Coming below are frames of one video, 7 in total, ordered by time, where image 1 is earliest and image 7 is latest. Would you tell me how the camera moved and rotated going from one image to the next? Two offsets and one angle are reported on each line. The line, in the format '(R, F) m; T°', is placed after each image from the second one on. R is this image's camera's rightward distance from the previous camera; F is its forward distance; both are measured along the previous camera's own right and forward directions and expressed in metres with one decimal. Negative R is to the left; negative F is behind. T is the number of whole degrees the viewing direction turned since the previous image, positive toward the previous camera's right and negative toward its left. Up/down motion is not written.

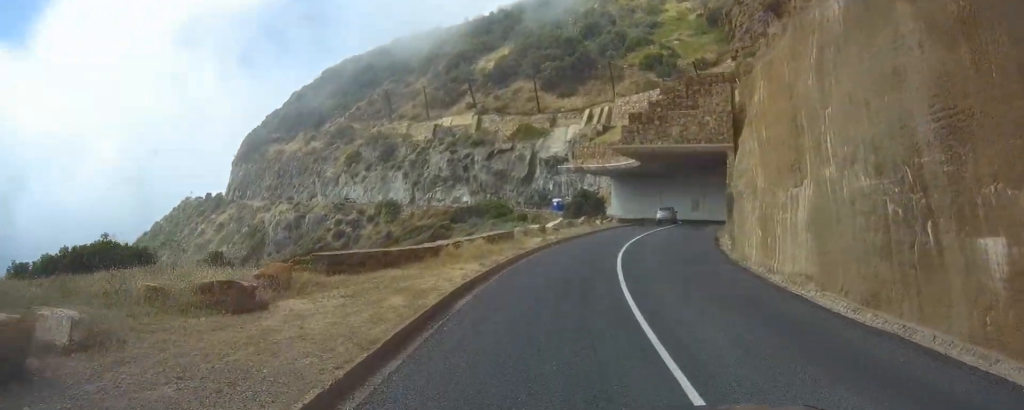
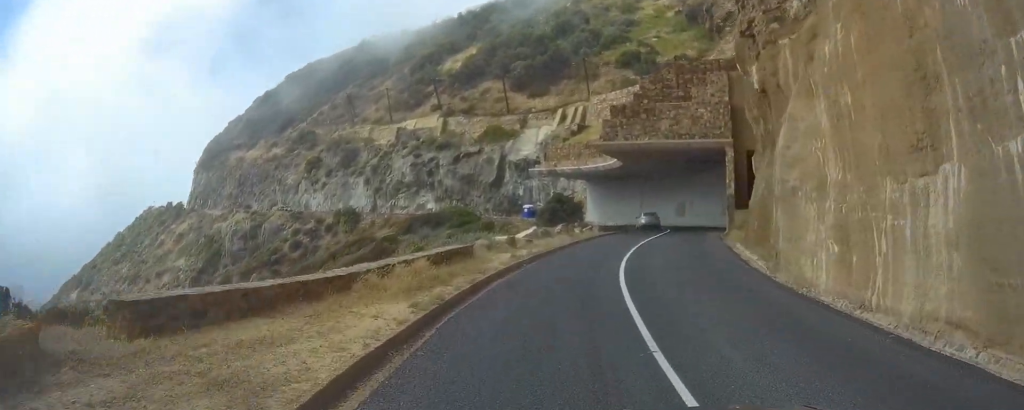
(+0.2, +6.7) m; +2°
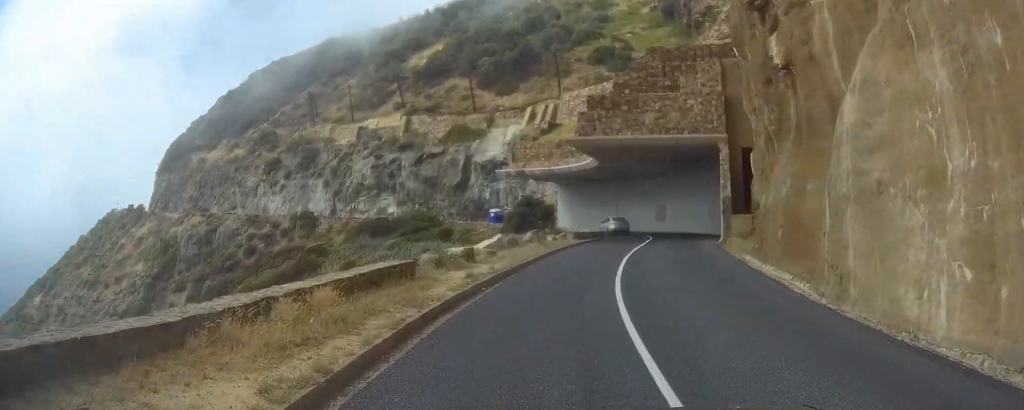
(+0.1, +5.4) m; +1°
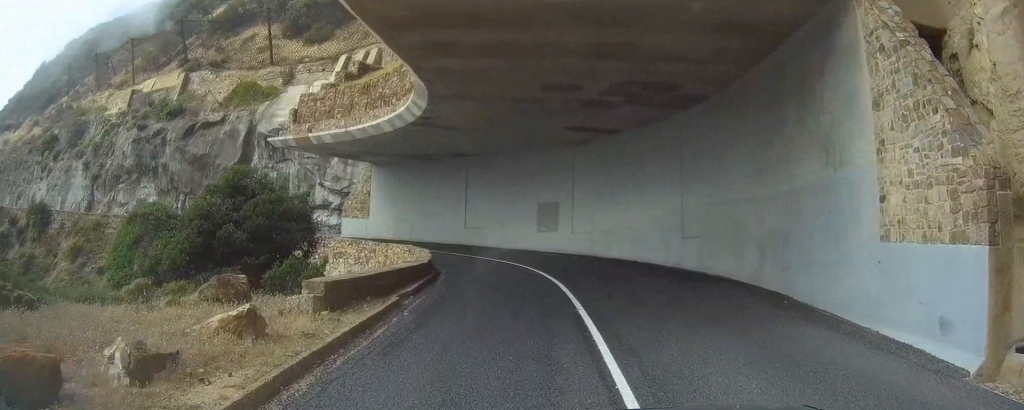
(+1.4, +29.9) m; +10°
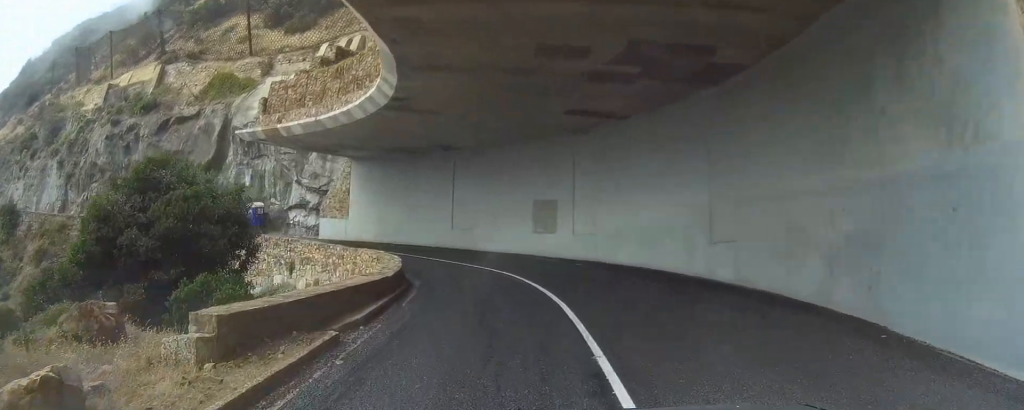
(+0.1, +4.5) m; +2°
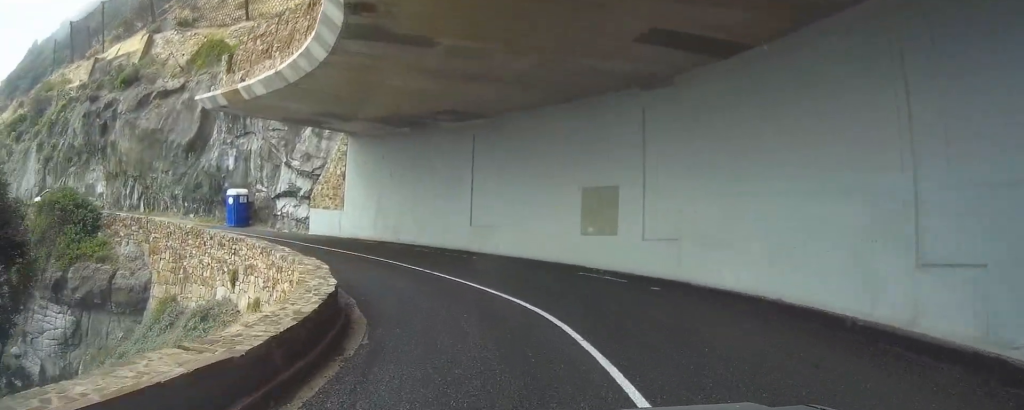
(+0.2, +10.1) m; 0°
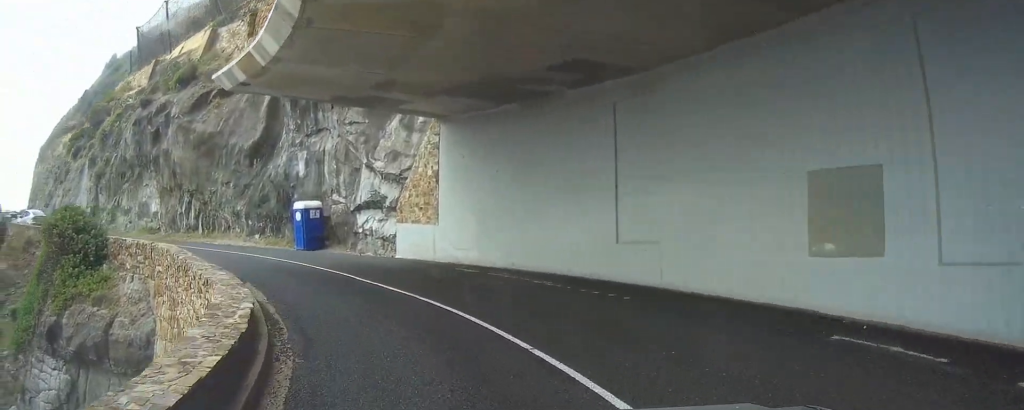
(-0.3, +10.4) m; -9°
